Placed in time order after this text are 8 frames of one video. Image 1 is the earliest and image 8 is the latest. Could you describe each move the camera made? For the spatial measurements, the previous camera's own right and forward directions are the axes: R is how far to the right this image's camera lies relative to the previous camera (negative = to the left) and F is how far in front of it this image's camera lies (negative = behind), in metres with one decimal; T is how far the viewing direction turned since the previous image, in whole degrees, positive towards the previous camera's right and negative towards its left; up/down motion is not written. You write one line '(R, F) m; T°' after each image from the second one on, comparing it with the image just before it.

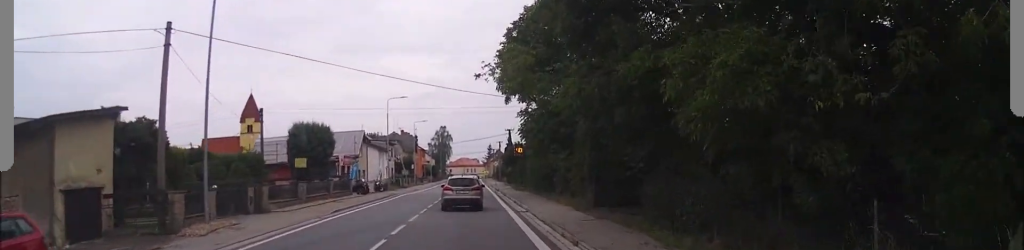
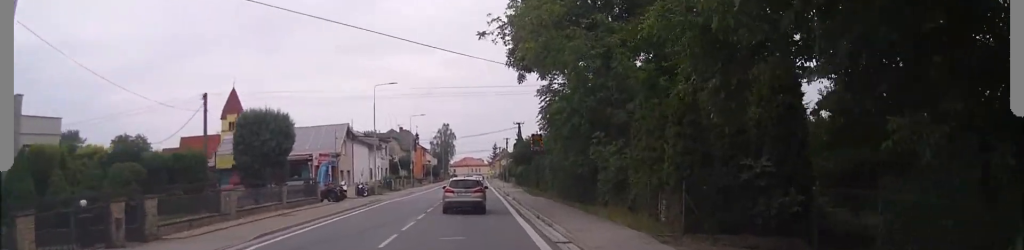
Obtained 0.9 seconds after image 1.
(+0.7, +11.4) m; +1°
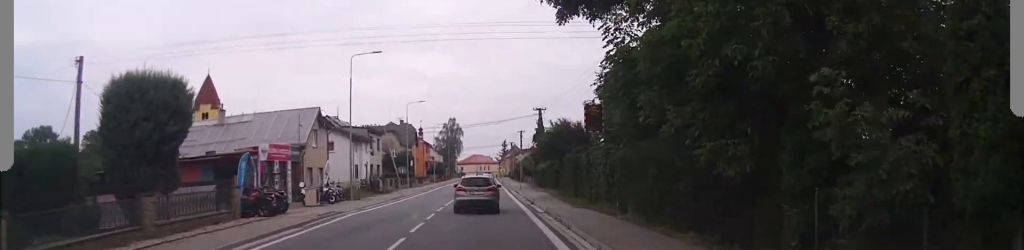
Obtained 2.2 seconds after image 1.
(-0.7, +15.1) m; -3°
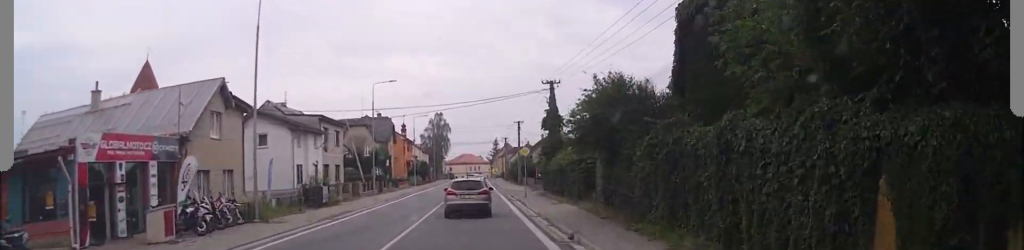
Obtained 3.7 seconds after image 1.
(+0.2, +17.7) m; +4°
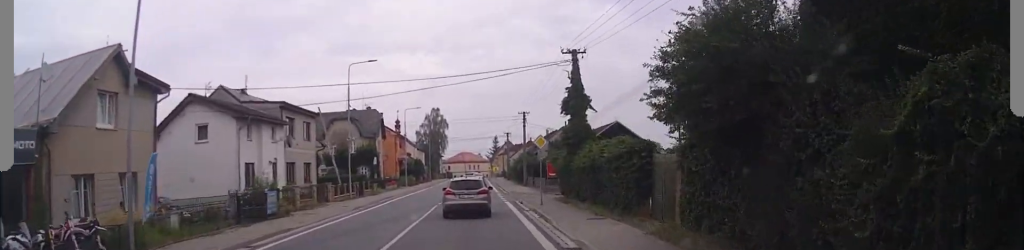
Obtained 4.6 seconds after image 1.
(+0.4, +10.5) m; +1°
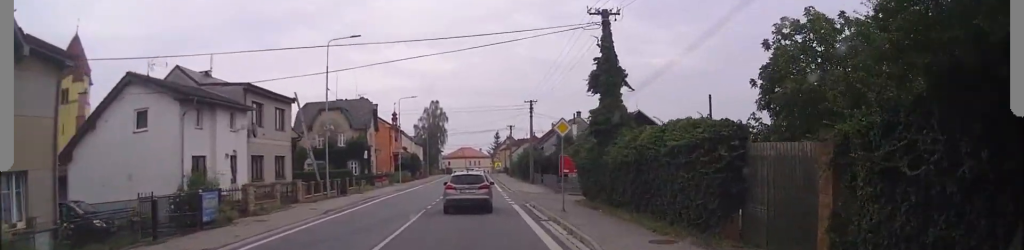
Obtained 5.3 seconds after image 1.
(0.0, +7.3) m; 0°
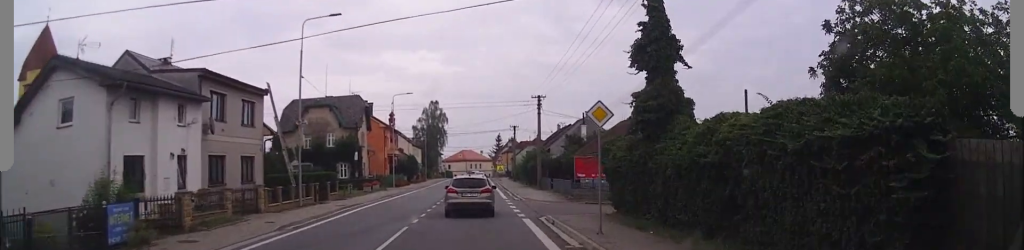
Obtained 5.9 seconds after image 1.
(-0.3, +6.5) m; -1°
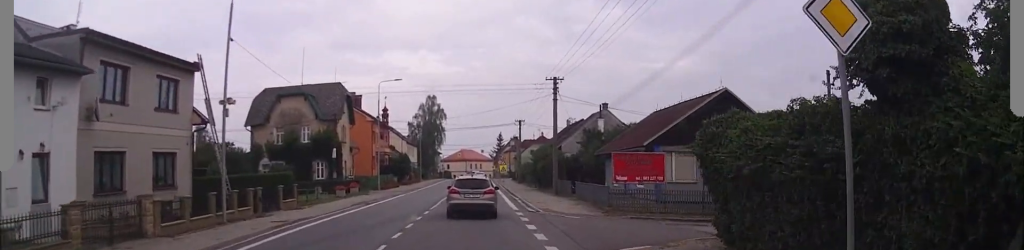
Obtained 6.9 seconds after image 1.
(+0.3, +10.5) m; +2°
